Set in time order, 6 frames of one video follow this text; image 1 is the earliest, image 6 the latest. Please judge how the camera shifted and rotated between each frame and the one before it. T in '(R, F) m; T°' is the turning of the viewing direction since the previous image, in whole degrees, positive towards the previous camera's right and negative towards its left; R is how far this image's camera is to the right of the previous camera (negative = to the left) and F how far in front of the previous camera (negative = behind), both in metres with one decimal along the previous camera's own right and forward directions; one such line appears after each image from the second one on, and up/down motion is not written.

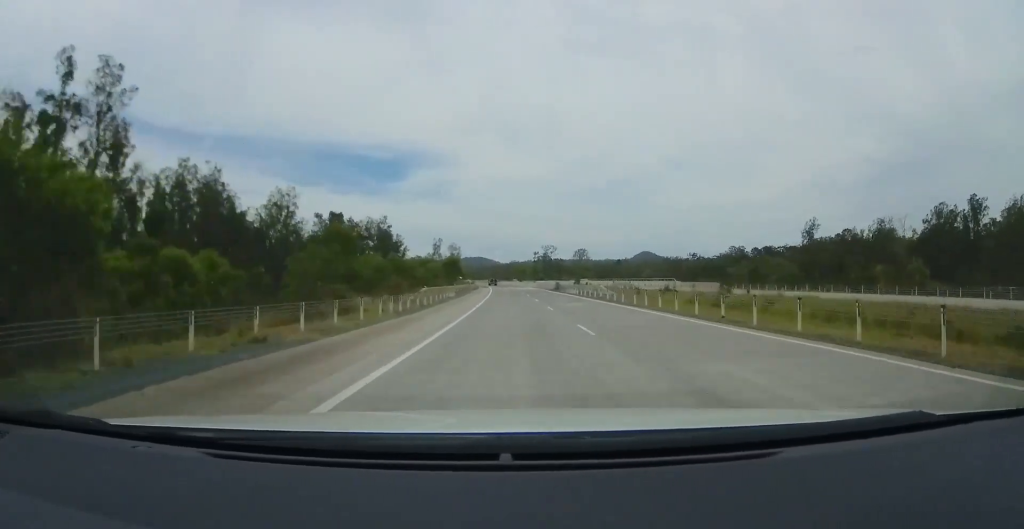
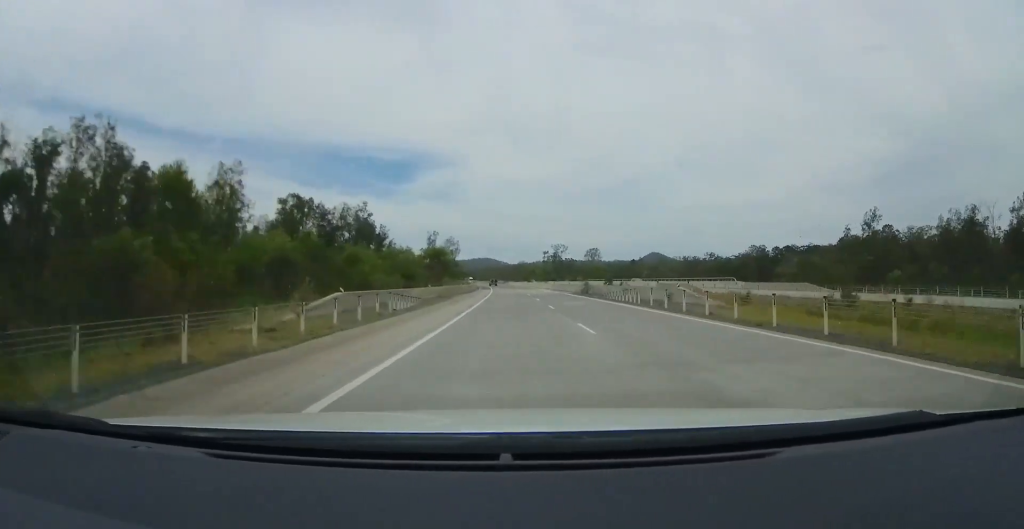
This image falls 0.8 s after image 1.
(-0.7, +24.4) m; 0°
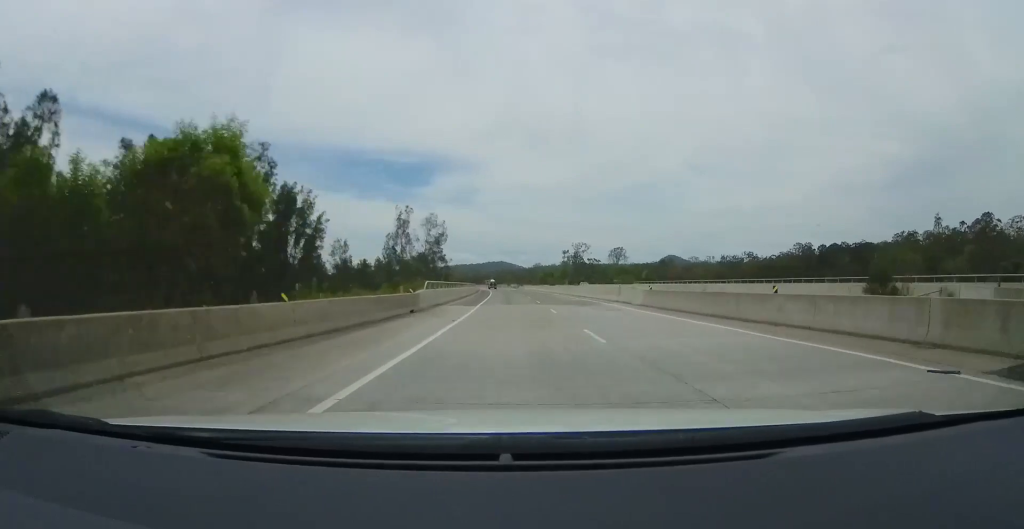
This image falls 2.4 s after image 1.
(+0.5, +49.8) m; -1°
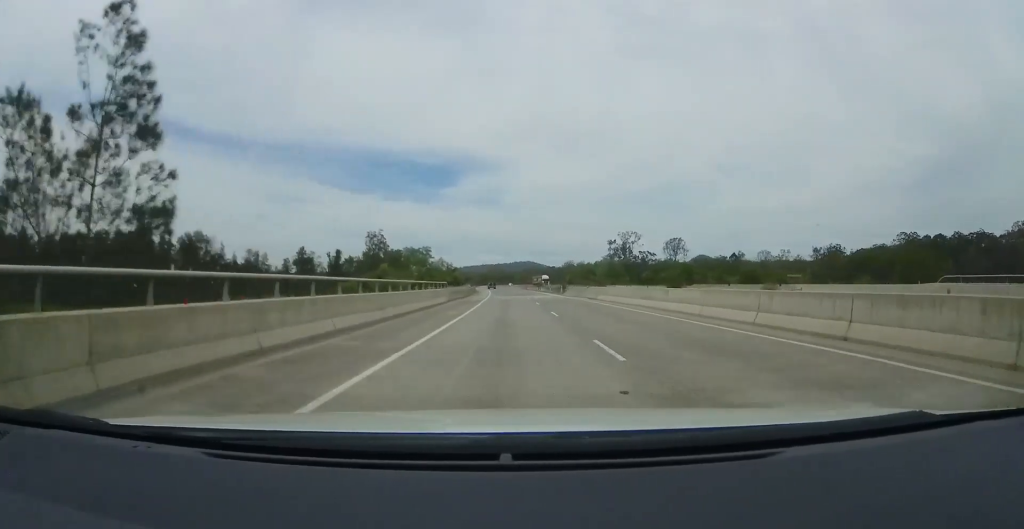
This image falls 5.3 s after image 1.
(-3.9, +85.6) m; -5°
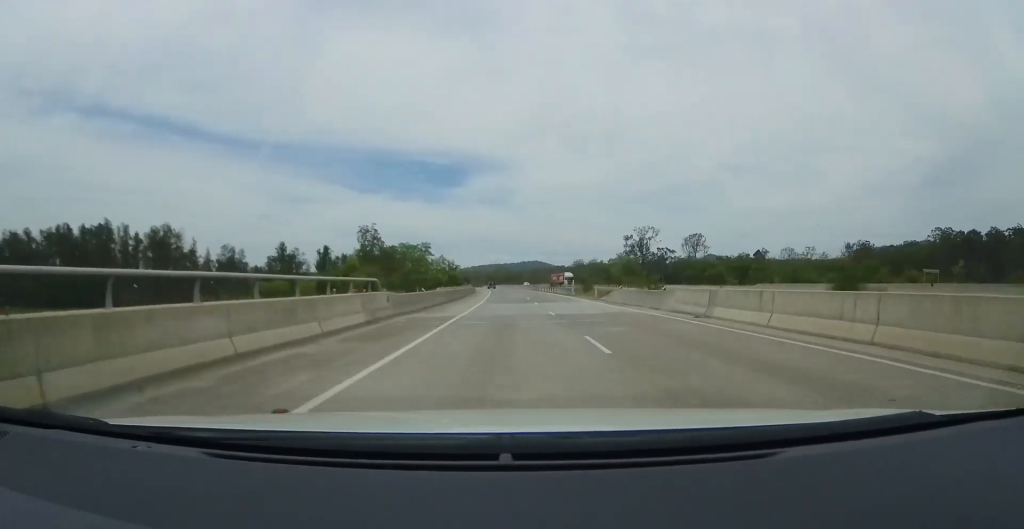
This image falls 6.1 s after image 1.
(-0.3, +22.7) m; 0°
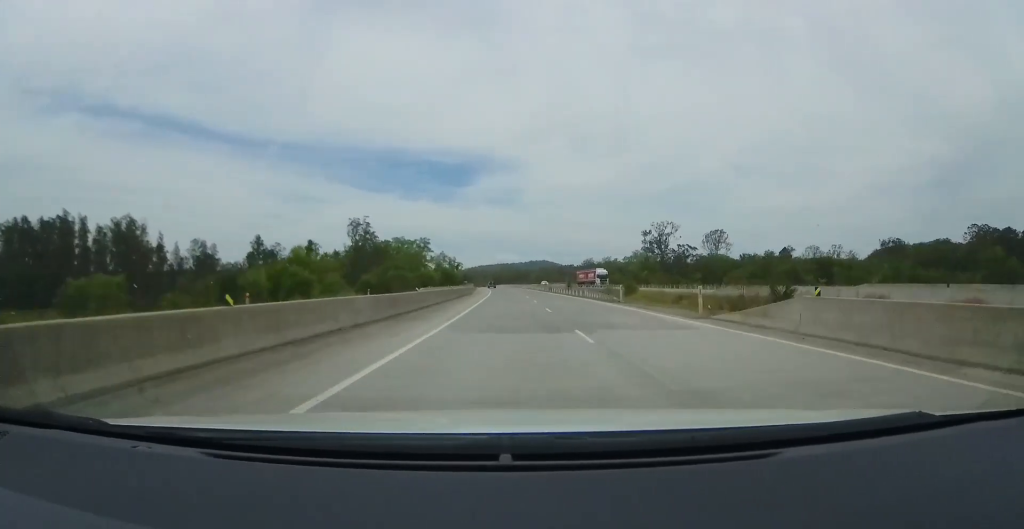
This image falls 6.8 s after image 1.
(+0.1, +21.6) m; +2°
